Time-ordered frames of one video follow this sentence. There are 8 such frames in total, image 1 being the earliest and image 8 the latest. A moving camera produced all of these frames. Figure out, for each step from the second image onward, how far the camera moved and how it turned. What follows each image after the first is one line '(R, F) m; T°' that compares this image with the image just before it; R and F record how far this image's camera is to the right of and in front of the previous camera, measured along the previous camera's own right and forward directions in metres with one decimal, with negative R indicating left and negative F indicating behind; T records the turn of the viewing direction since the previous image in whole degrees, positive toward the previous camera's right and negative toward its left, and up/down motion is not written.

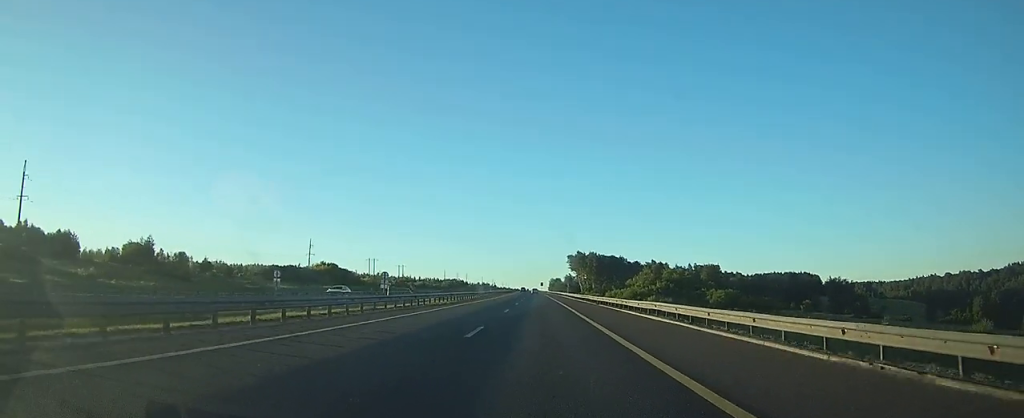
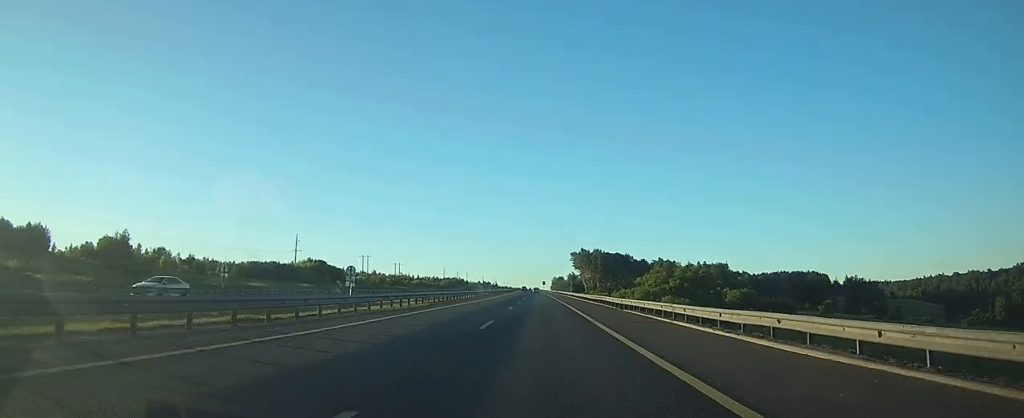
(0.0, +13.2) m; 0°
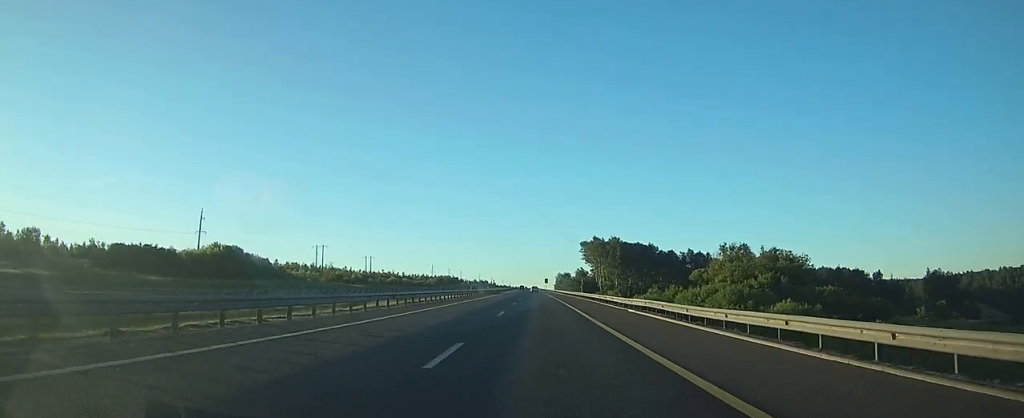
(0.0, +56.7) m; 0°
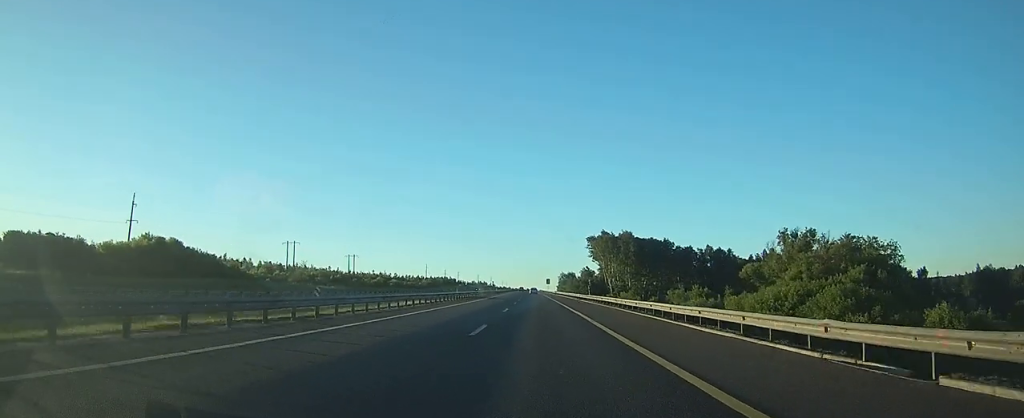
(0.0, +25.6) m; 0°
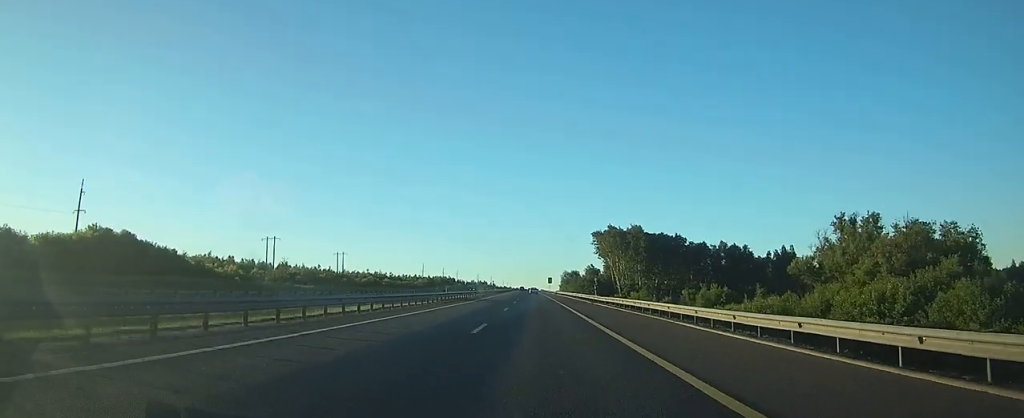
(0.0, +15.2) m; 0°
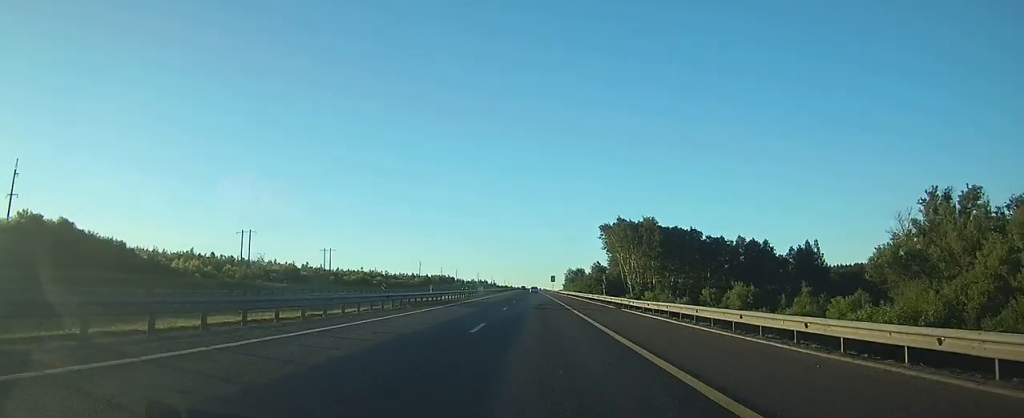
(0.0, +16.2) m; 0°
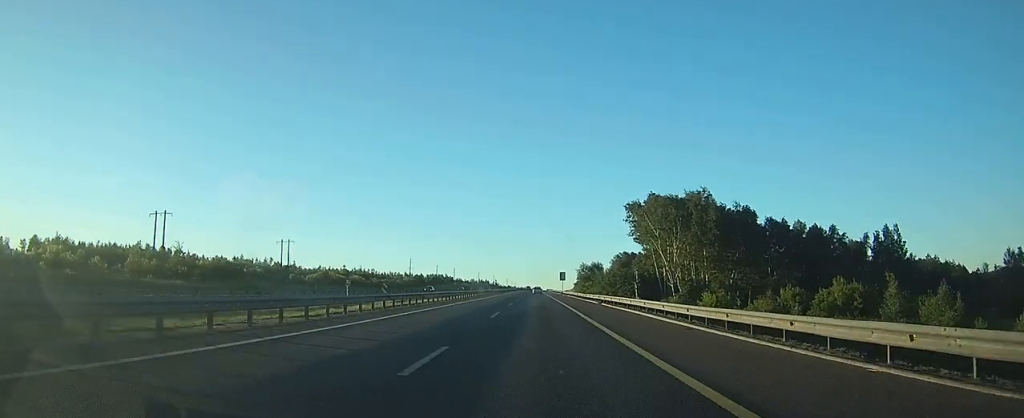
(-0.1, +40.0) m; 0°
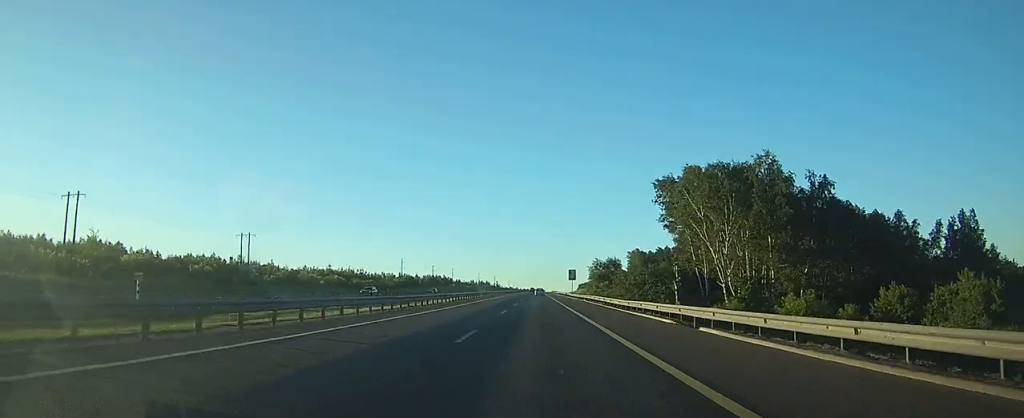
(0.0, +26.6) m; 0°
